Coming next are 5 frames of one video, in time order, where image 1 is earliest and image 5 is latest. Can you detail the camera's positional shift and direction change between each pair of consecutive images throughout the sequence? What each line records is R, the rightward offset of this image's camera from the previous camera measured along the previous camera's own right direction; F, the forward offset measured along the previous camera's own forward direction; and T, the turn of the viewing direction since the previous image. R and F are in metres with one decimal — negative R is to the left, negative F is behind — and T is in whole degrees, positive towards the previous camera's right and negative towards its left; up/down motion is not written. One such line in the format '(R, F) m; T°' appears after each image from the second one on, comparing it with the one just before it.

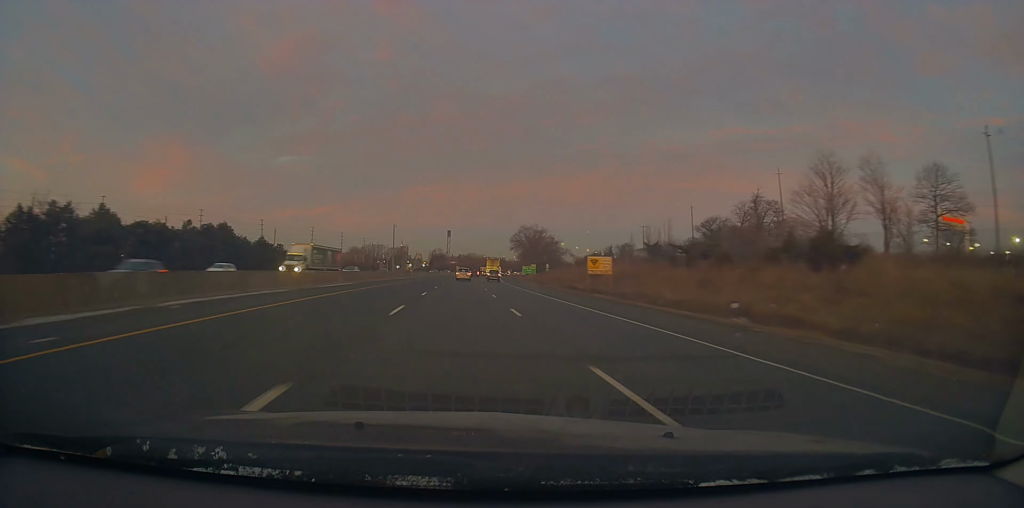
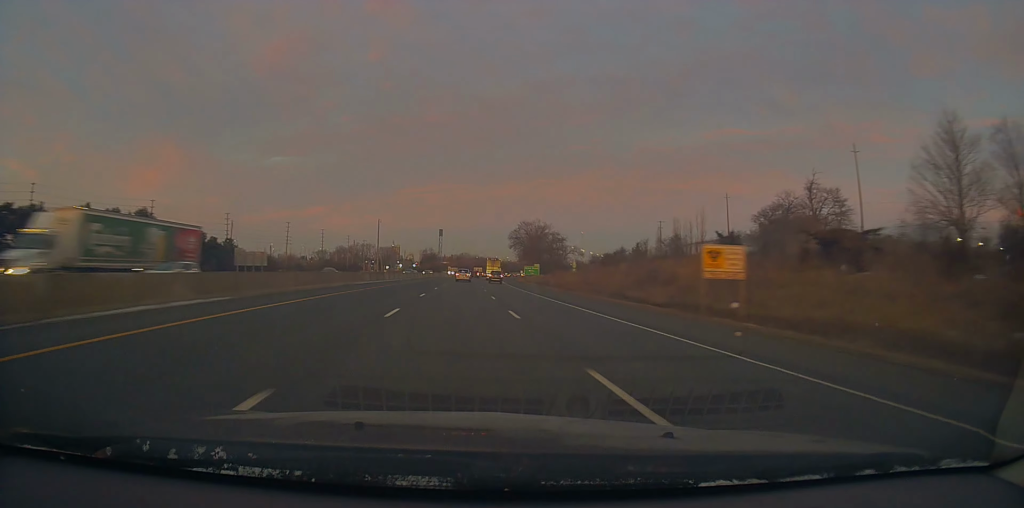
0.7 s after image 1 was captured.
(+0.1, +24.7) m; 0°
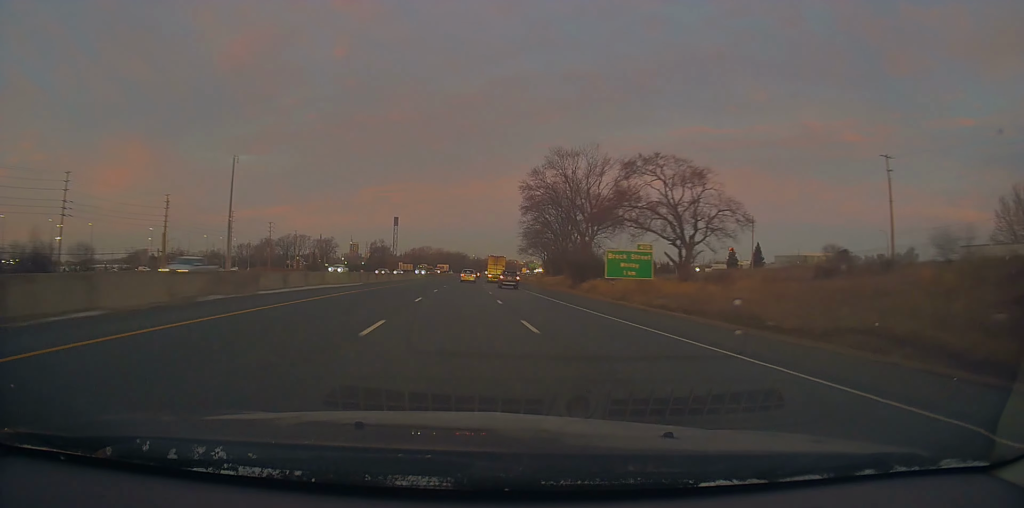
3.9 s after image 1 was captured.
(+4.5, +113.9) m; +5°
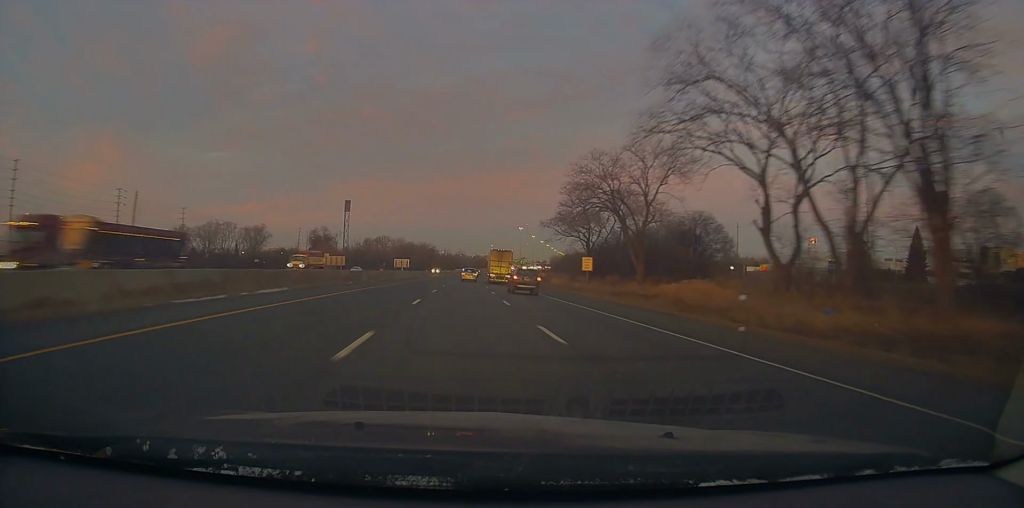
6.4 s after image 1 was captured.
(+0.7, +87.7) m; +2°
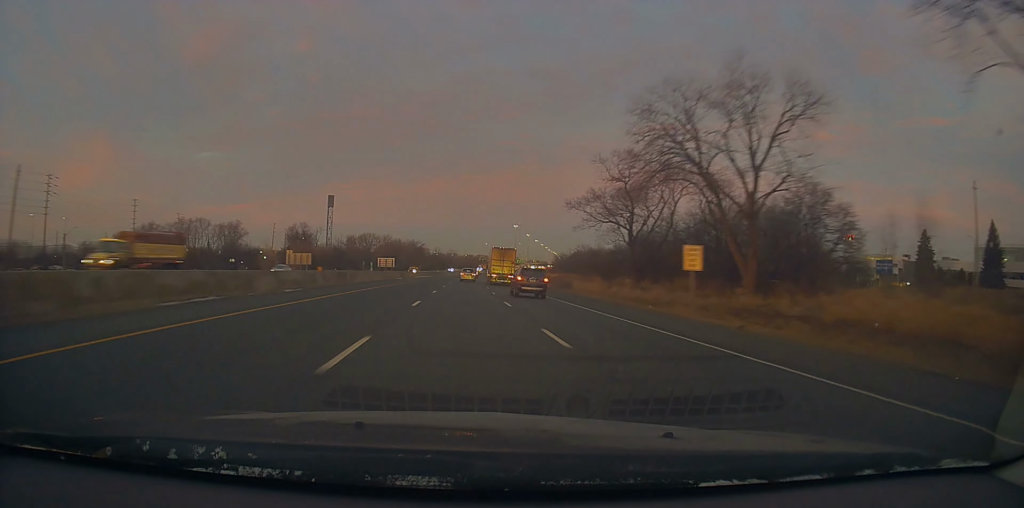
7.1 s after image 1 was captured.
(+0.2, +25.0) m; +2°
